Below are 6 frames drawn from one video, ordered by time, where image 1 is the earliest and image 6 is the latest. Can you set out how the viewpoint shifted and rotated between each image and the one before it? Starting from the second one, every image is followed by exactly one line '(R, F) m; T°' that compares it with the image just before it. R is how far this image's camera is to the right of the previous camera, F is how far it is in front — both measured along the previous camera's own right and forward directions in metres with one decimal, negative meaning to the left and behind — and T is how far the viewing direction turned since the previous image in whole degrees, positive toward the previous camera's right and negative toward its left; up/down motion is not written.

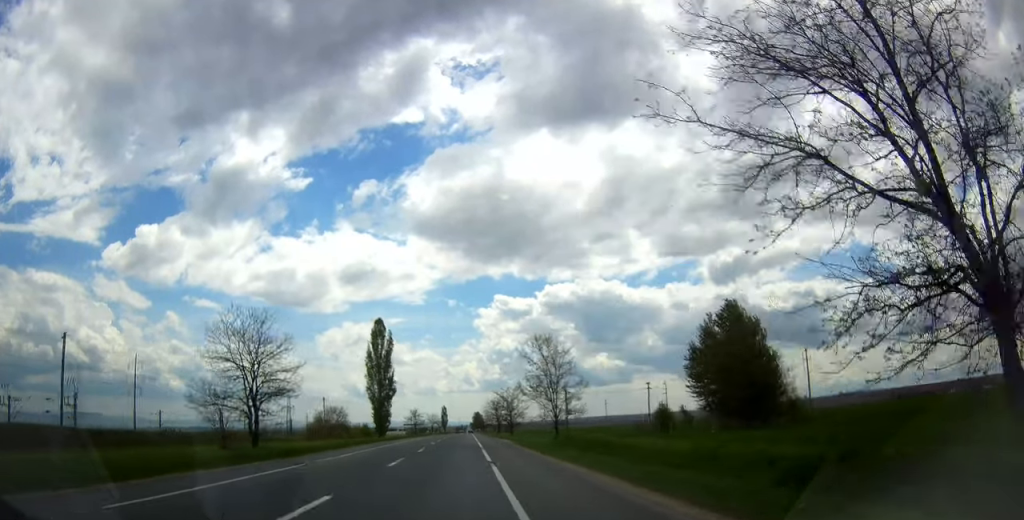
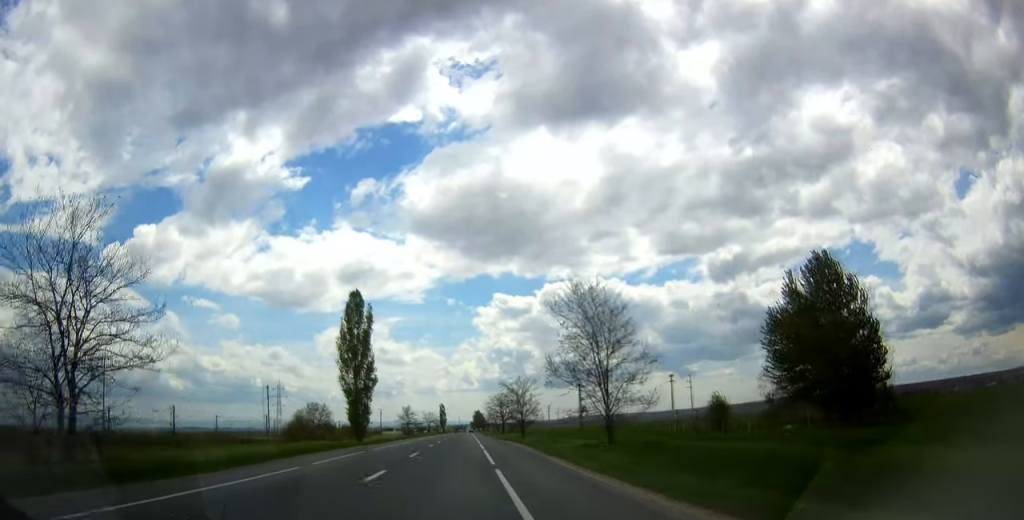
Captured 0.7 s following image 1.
(0.0, +16.6) m; 0°
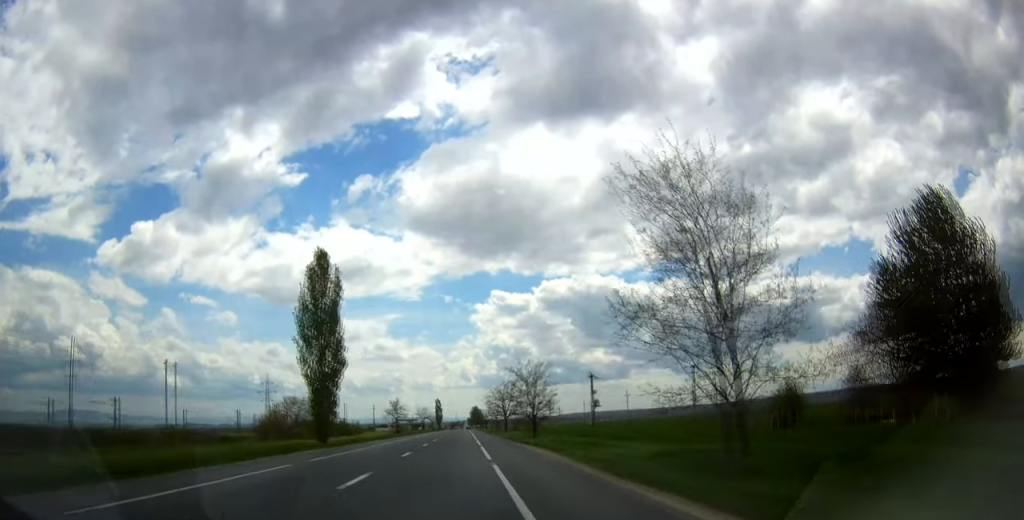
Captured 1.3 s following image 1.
(0.0, +13.9) m; 0°
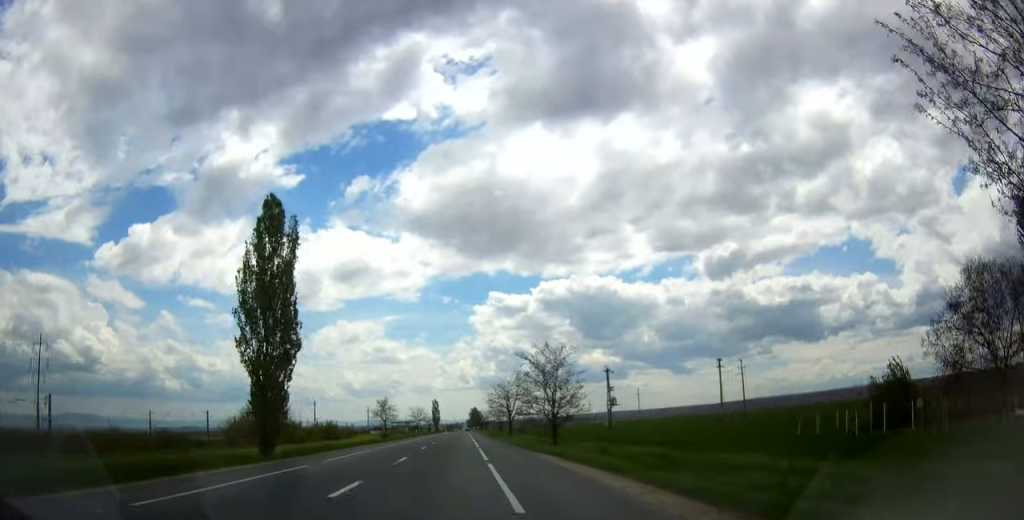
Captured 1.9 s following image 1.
(0.0, +13.0) m; 0°
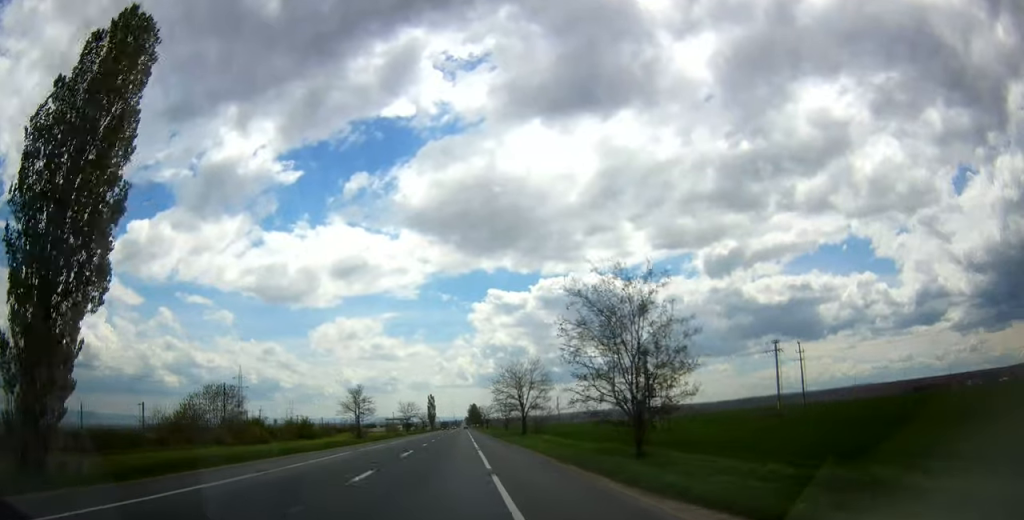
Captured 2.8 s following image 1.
(+0.1, +20.5) m; 0°
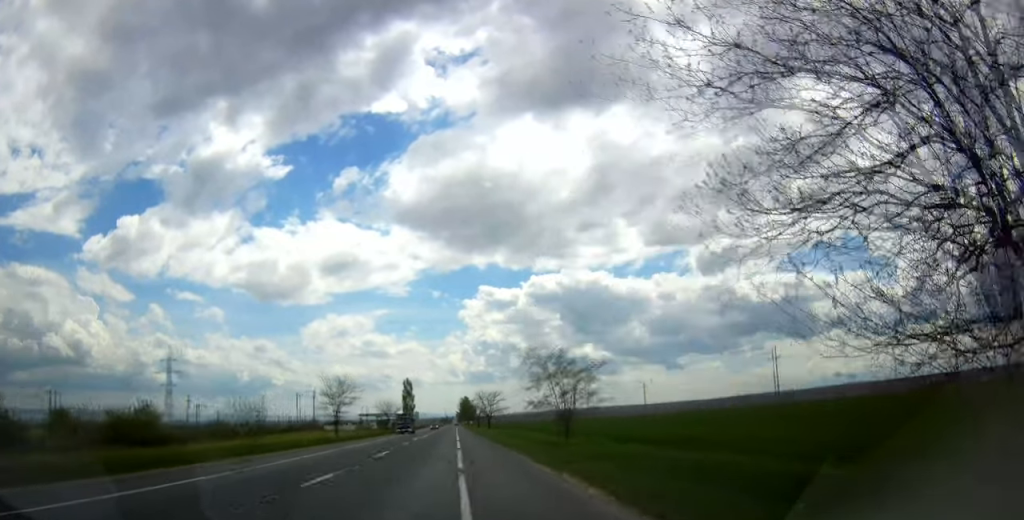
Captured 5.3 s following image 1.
(+0.2, +58.8) m; +2°
